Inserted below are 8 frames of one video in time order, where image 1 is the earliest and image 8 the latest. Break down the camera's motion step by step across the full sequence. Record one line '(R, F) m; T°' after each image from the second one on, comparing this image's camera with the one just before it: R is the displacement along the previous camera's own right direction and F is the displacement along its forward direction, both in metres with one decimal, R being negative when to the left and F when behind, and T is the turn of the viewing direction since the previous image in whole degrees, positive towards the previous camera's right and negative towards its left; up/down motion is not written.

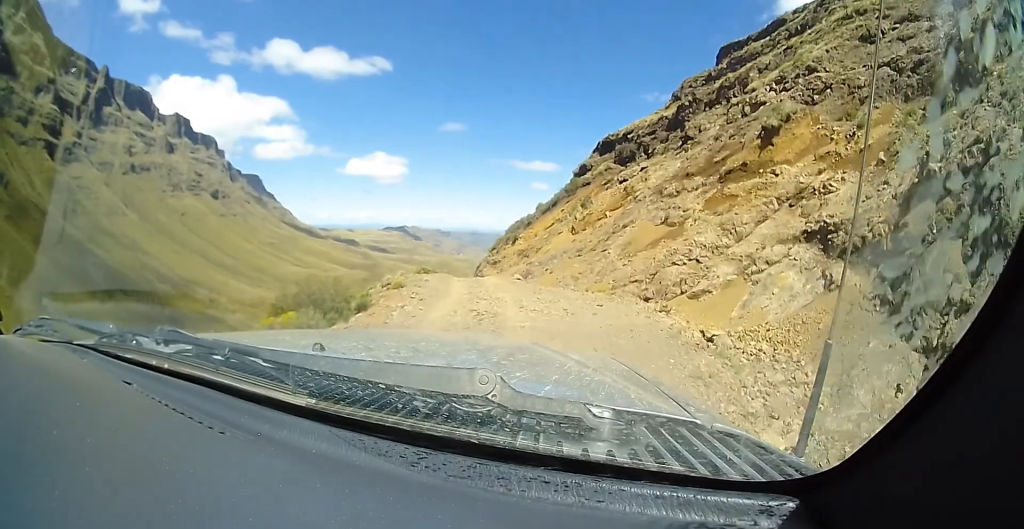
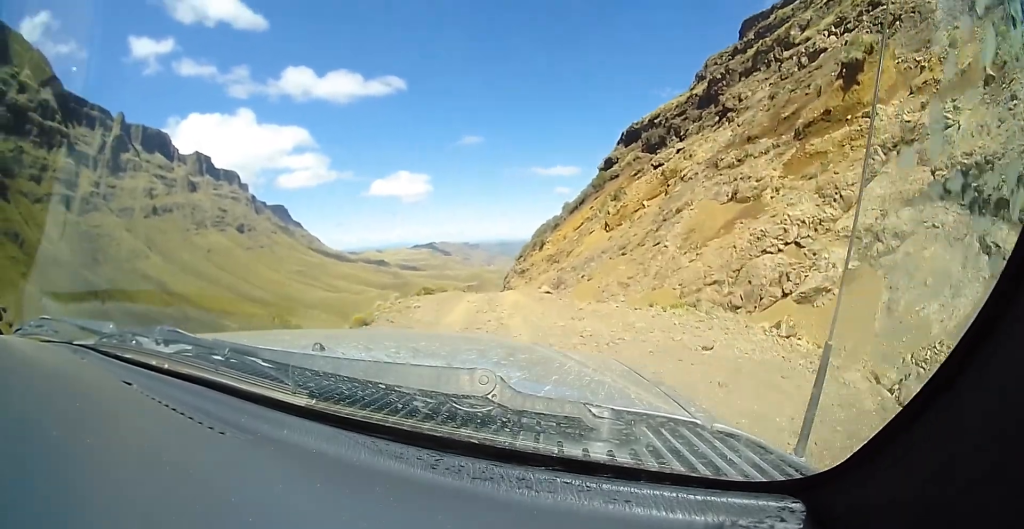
(-0.4, +5.1) m; -9°
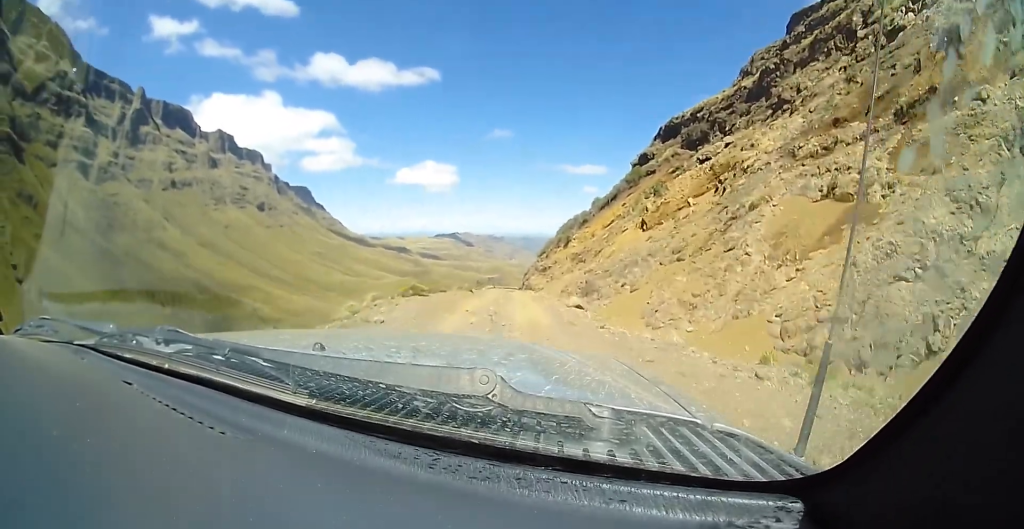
(-0.3, +4.2) m; -6°
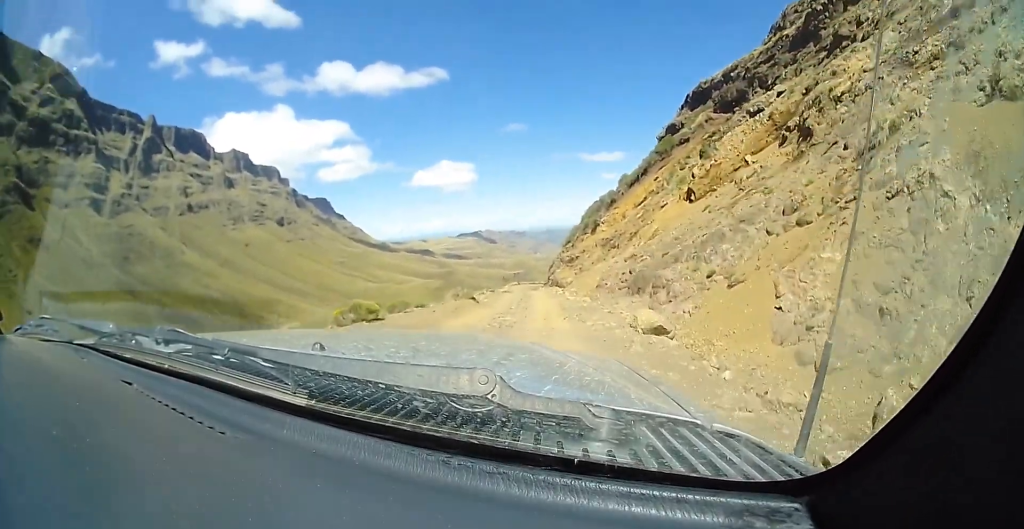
(-0.3, +4.8) m; 0°
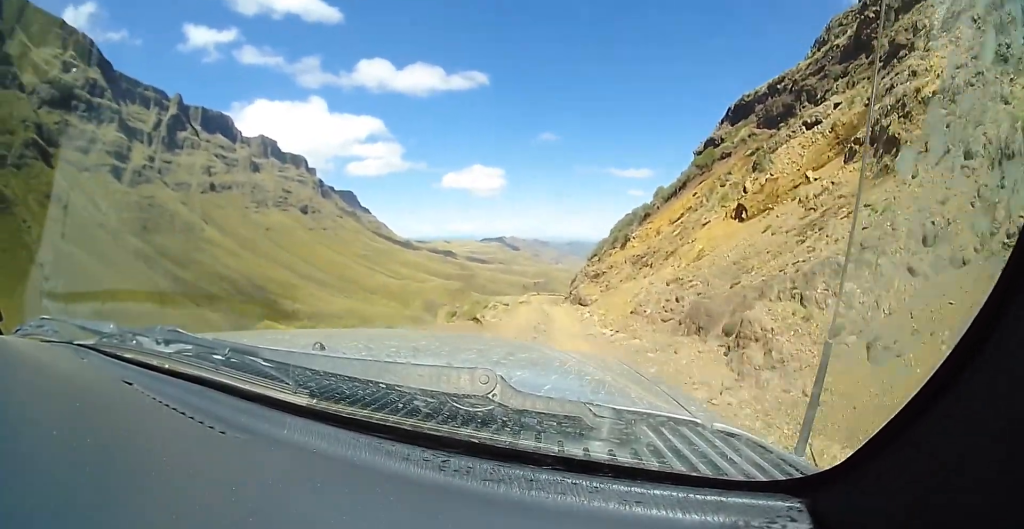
(-0.3, +3.4) m; +2°
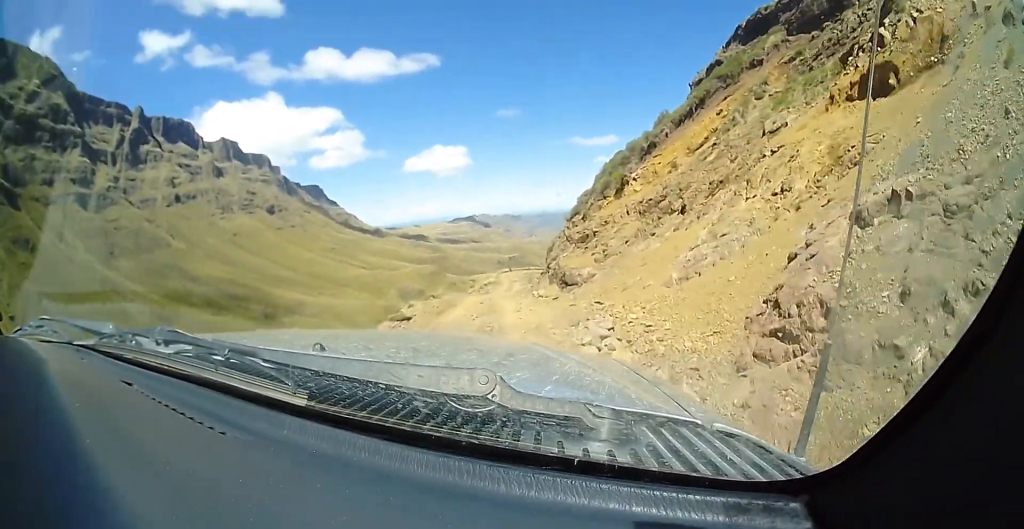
(+1.8, +11.6) m; +5°
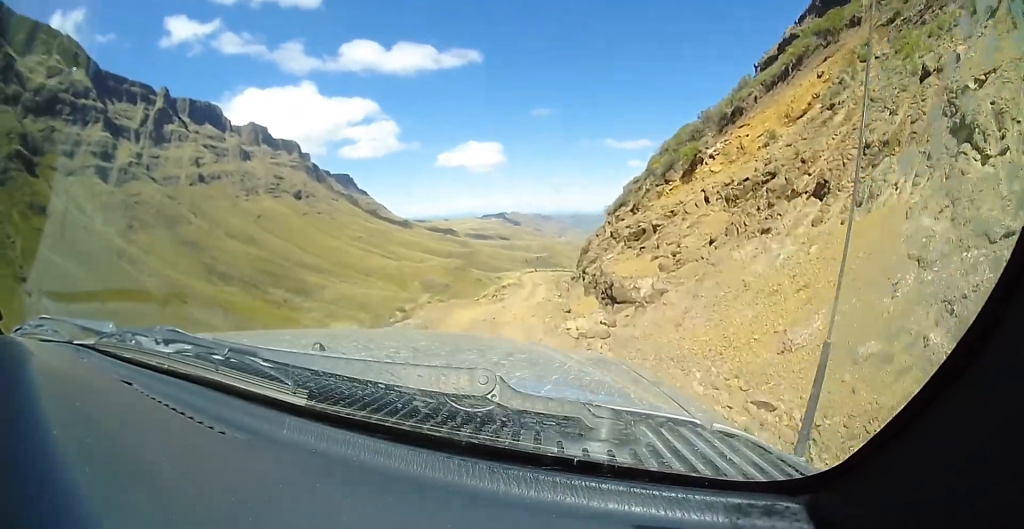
(-0.6, +7.7) m; -5°
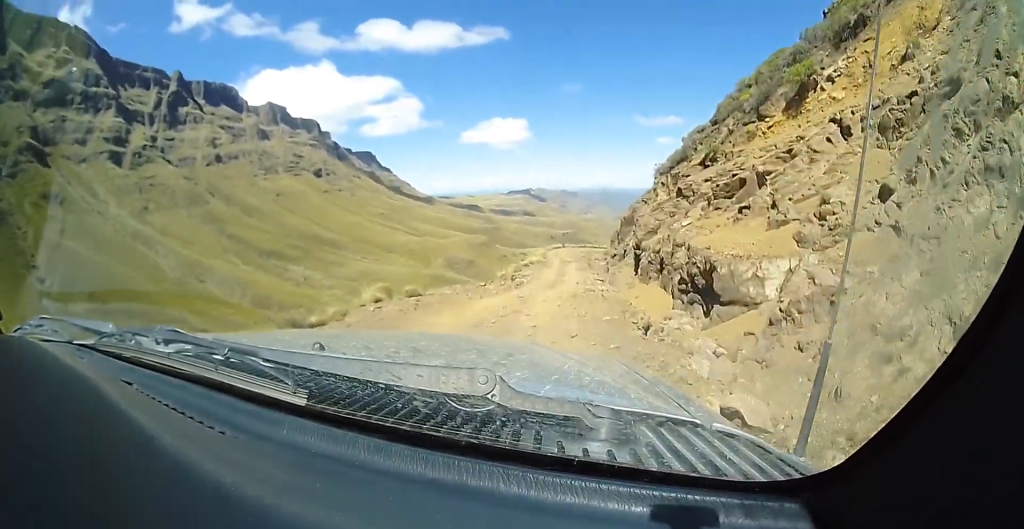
(0.0, +6.9) m; +2°
